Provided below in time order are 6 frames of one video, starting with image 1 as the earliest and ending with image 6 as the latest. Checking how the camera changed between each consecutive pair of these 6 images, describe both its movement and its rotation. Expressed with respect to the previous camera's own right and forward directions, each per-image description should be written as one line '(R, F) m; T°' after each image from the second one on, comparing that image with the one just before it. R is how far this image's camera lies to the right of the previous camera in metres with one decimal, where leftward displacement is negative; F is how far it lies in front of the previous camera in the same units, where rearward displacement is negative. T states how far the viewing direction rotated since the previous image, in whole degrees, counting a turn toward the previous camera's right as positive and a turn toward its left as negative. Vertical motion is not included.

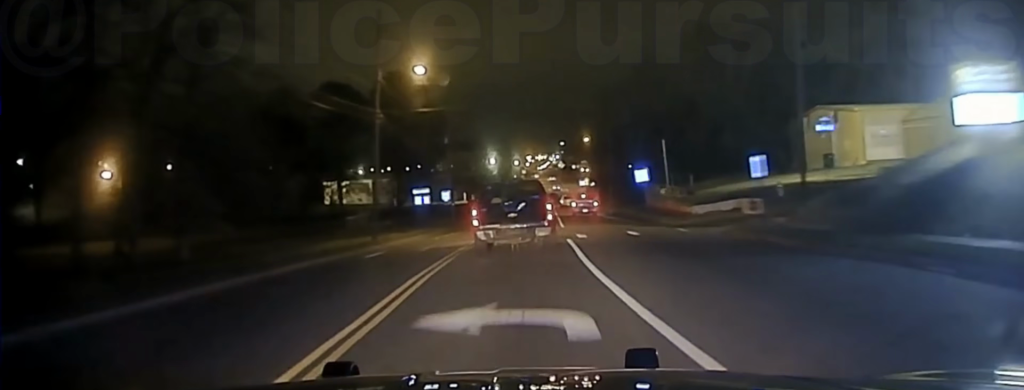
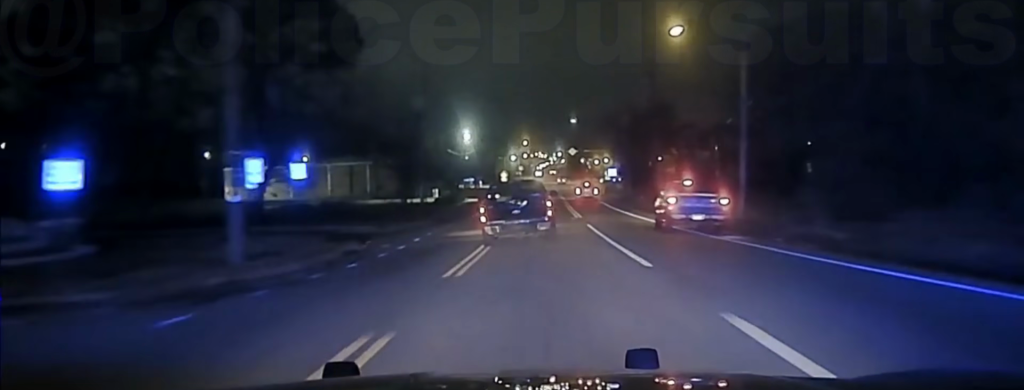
(-0.5, +56.1) m; 0°
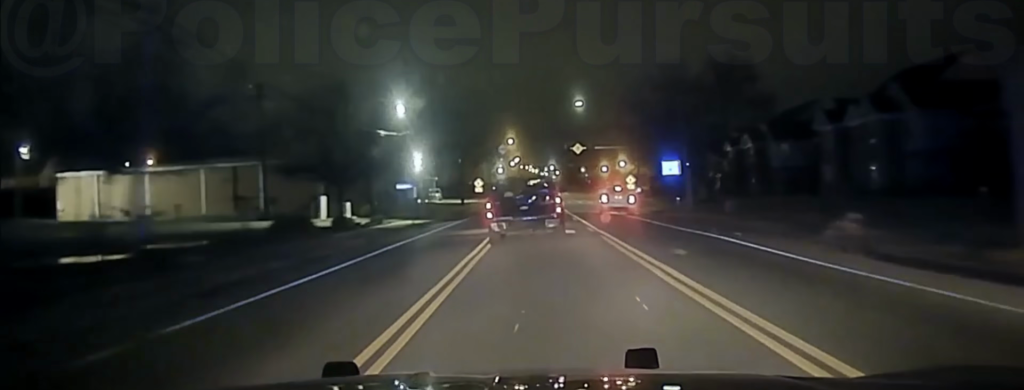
(+0.5, +44.4) m; +1°
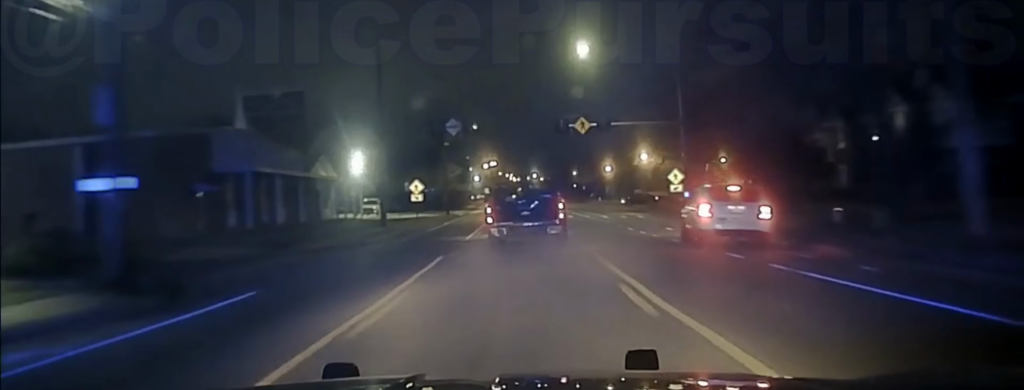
(+0.6, +47.0) m; +1°
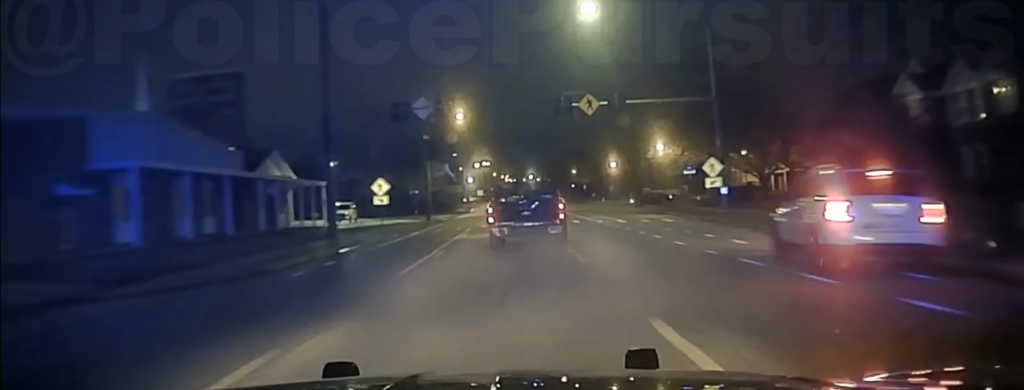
(0.0, +14.8) m; 0°
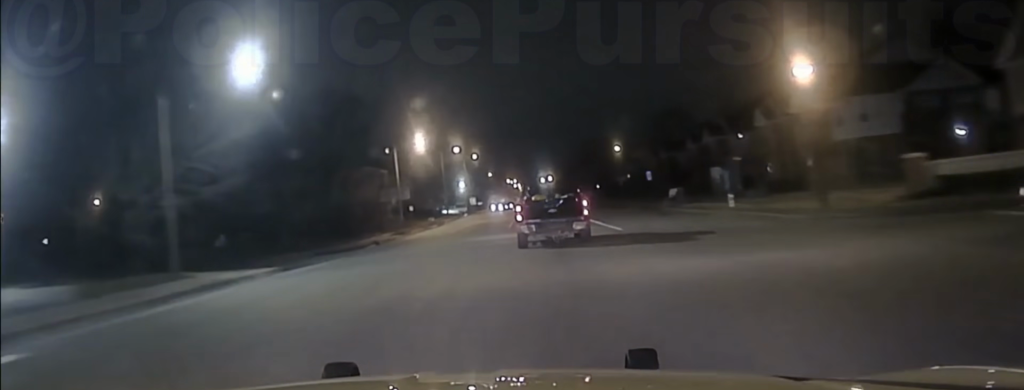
(0.0, +79.9) m; 0°
